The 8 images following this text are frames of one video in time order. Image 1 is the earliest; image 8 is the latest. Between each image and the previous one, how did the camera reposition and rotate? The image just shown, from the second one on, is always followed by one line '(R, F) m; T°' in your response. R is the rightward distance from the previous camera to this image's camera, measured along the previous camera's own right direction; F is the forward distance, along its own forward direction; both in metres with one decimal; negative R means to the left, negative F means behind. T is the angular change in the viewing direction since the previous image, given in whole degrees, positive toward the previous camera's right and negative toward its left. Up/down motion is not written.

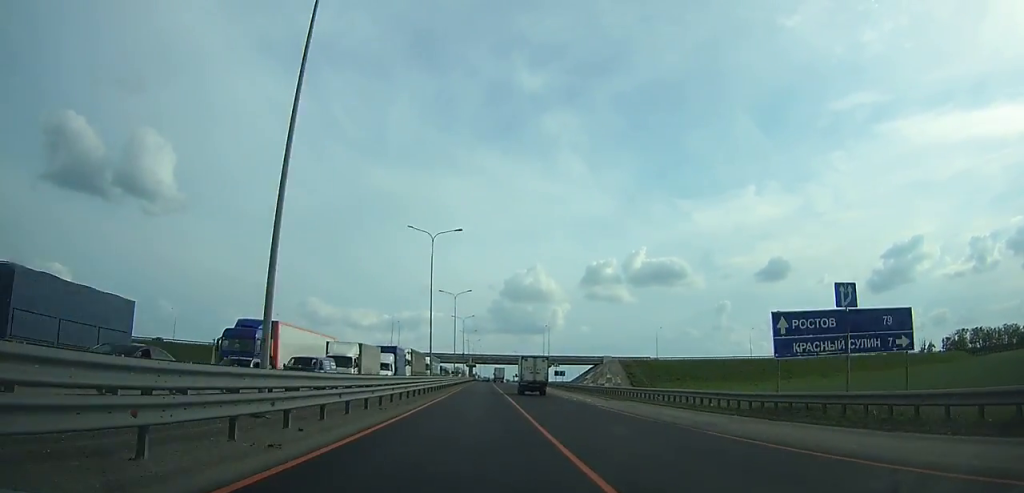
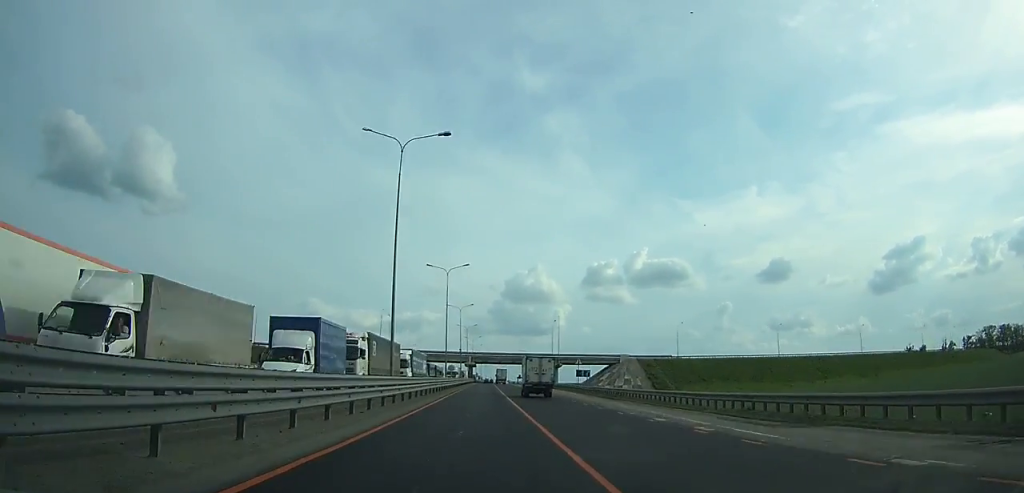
(0.0, +22.6) m; 0°
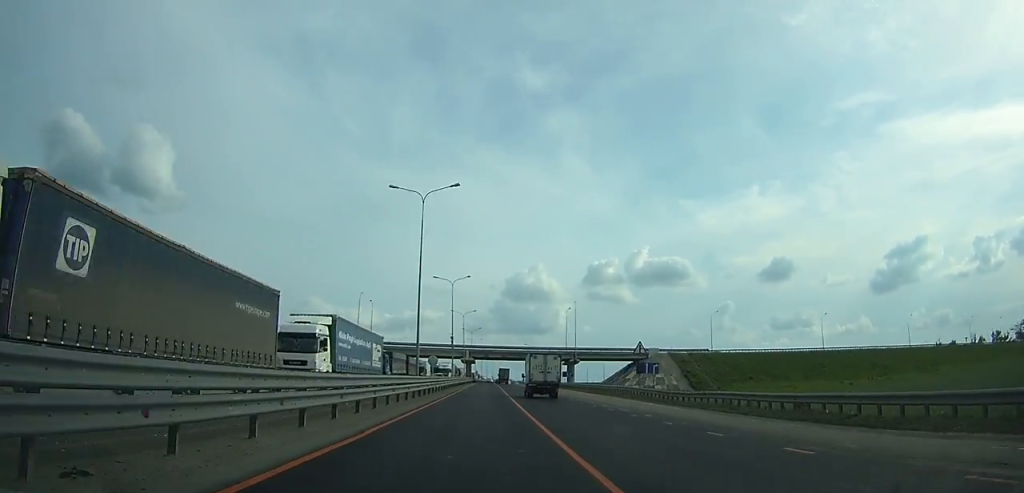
(-0.1, +30.4) m; 0°
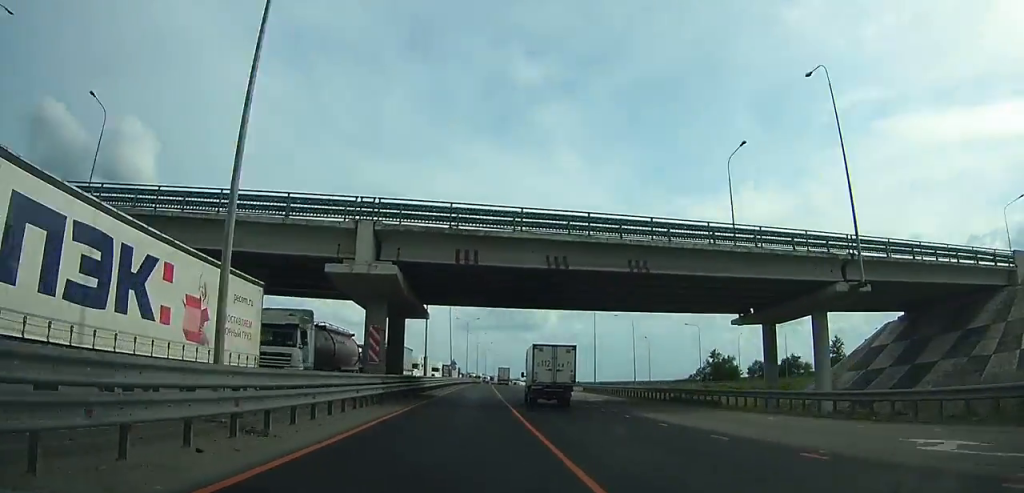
(+0.4, +107.0) m; +1°
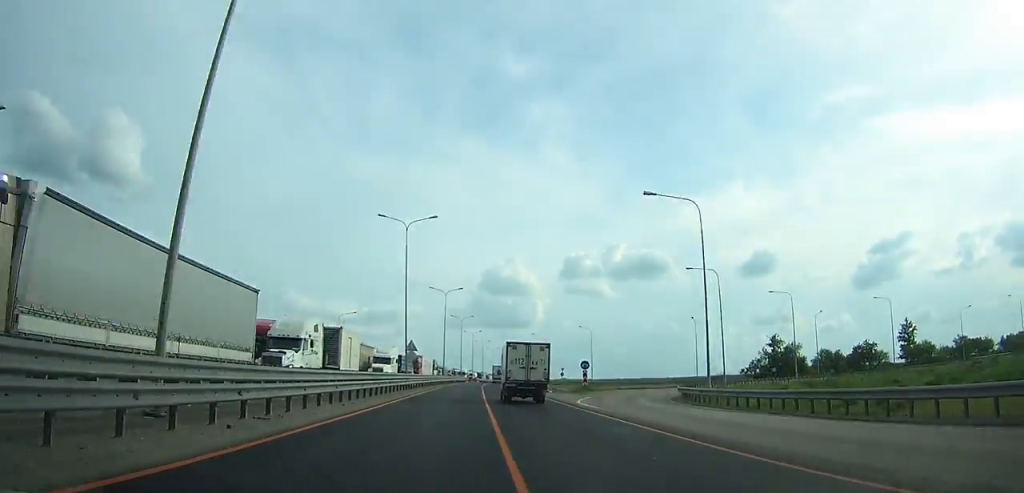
(+0.3, +41.4) m; +1°
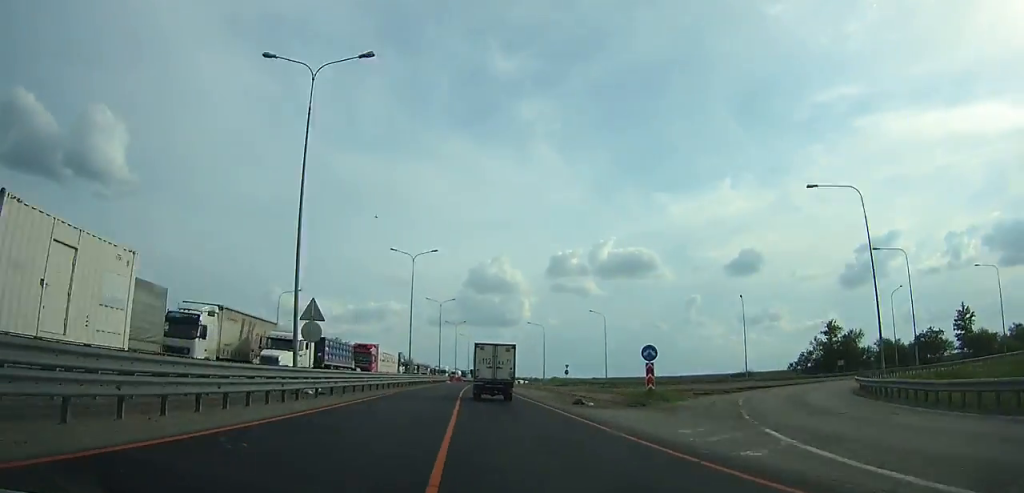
(+0.3, +27.0) m; 0°
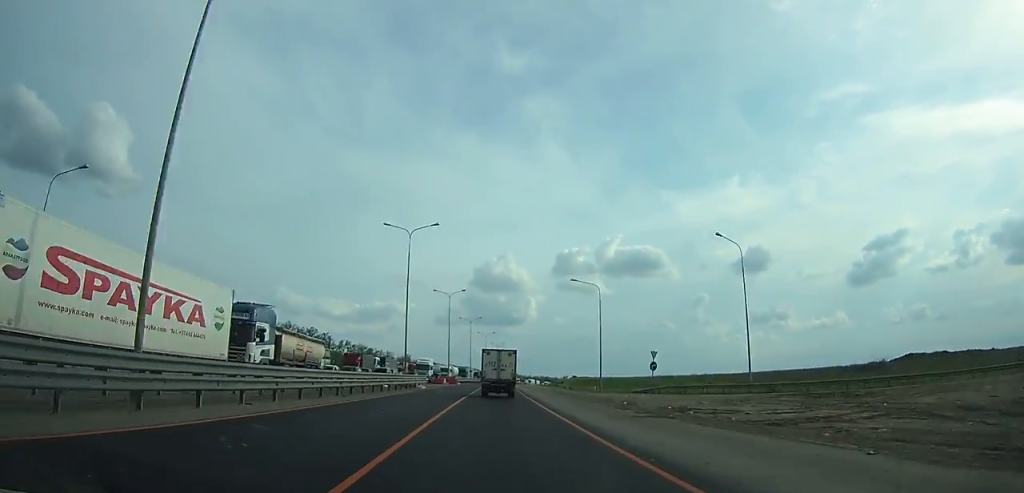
(0.0, +52.3) m; +1°
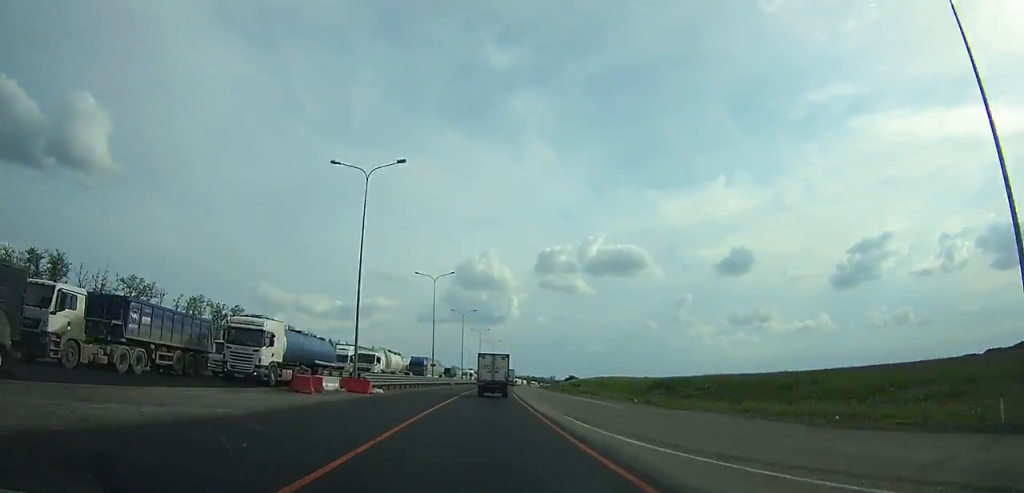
(+0.8, +56.0) m; +2°
